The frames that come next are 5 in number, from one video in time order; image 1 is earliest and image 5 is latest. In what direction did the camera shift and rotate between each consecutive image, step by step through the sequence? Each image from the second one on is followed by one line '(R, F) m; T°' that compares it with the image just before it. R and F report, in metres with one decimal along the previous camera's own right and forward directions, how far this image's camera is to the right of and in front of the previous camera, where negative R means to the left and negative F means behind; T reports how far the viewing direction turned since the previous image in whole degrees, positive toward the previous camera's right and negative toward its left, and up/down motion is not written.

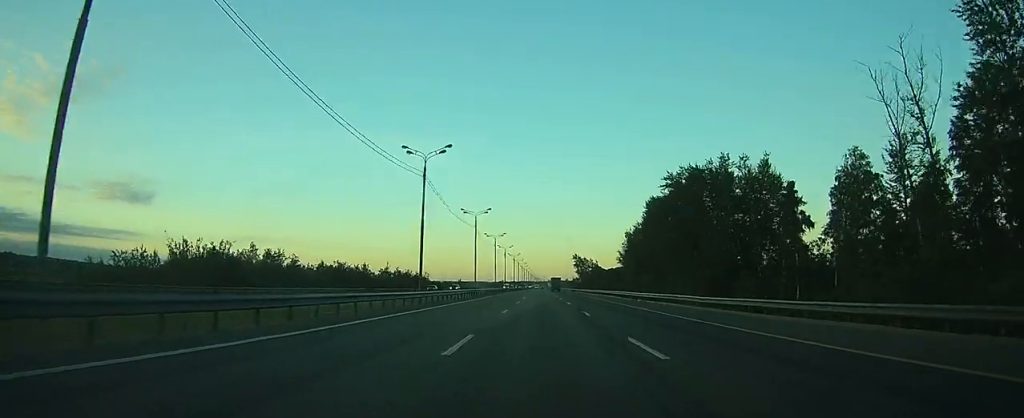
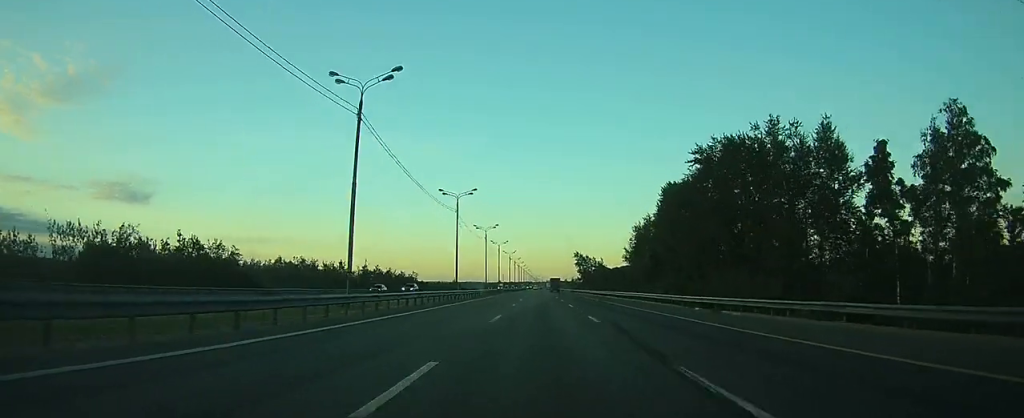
(0.0, +21.1) m; 0°
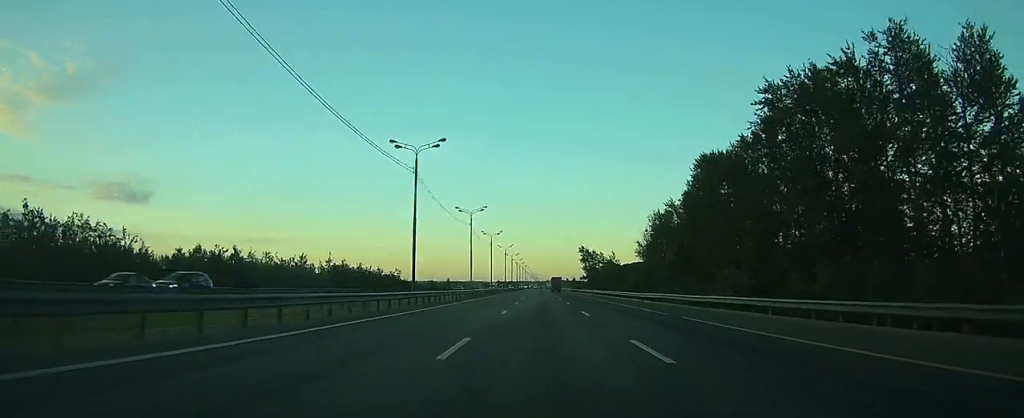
(0.0, +27.8) m; 0°
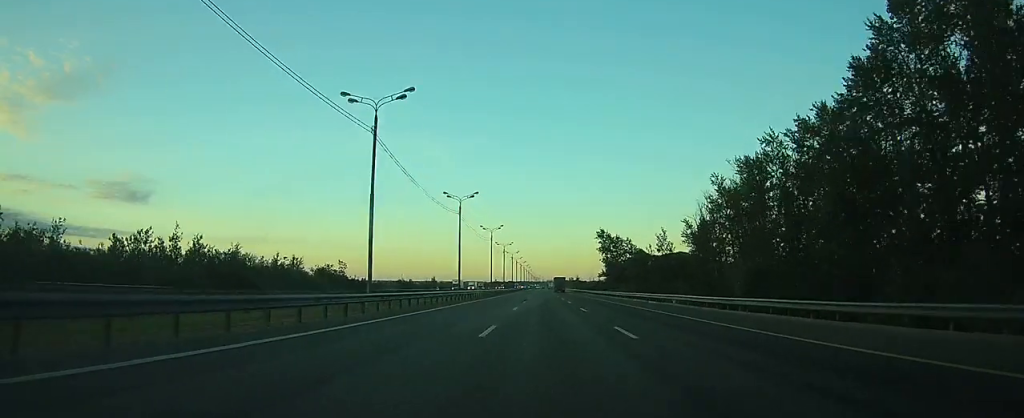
(0.0, +59.5) m; 0°
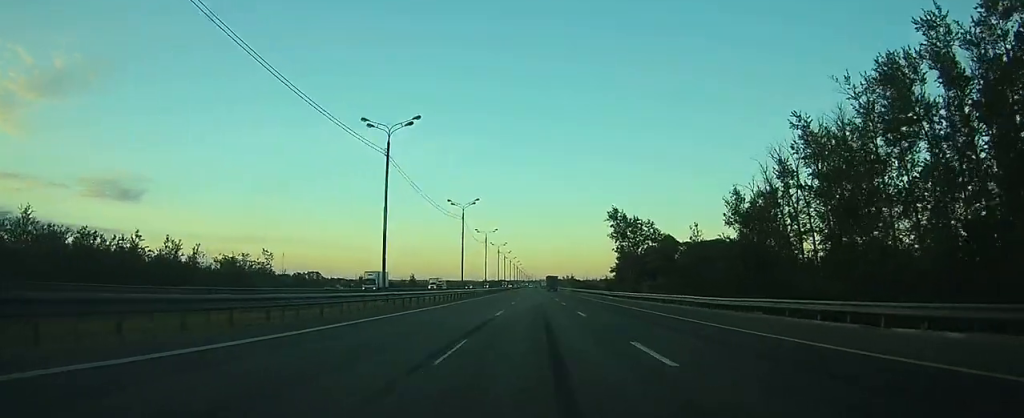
(0.0, +37.2) m; 0°
